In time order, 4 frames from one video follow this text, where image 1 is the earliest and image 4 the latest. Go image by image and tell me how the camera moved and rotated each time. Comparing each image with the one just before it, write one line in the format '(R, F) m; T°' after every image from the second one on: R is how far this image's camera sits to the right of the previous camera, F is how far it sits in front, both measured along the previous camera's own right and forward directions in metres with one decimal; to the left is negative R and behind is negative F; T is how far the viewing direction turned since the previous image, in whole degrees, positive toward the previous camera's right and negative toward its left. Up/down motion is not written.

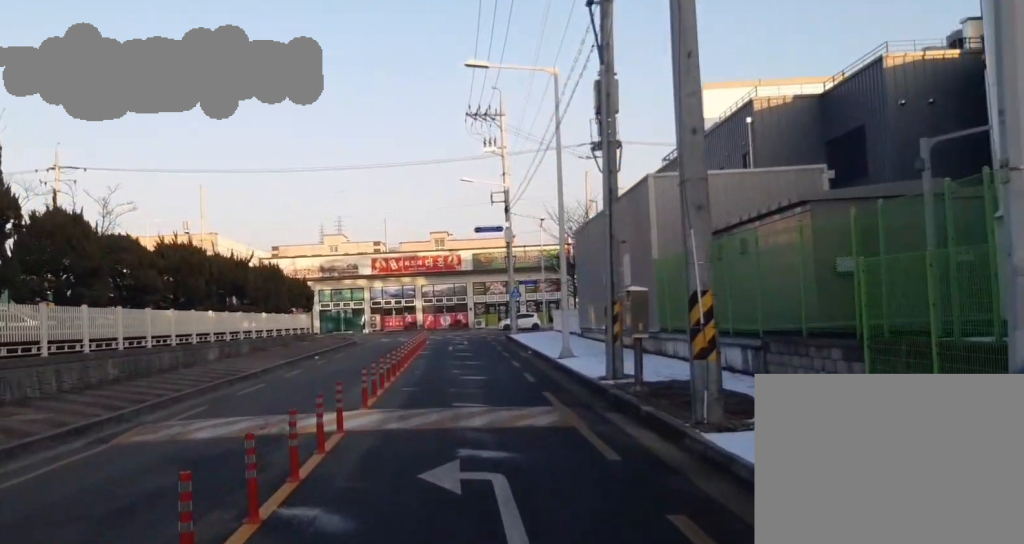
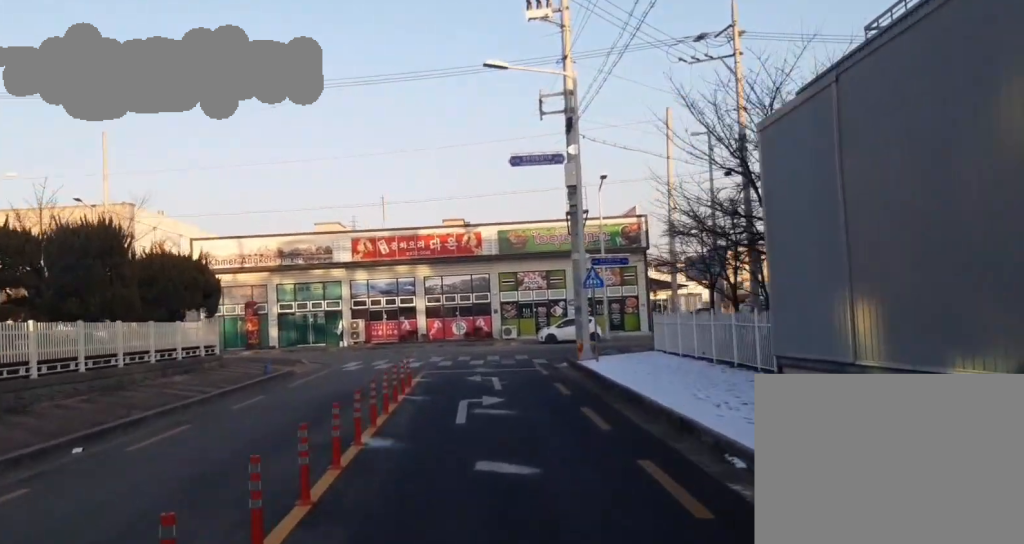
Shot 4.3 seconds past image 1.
(-1.0, +25.3) m; -8°
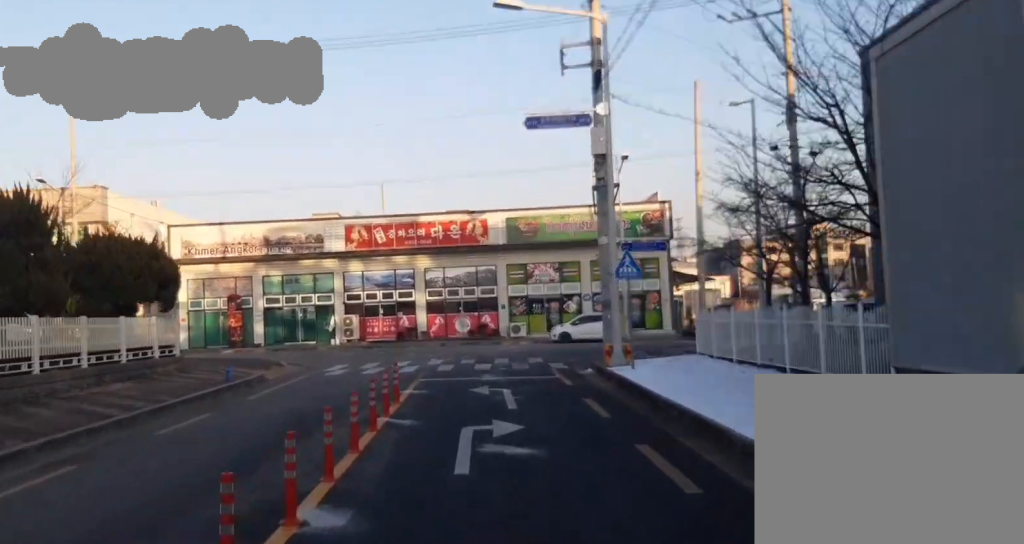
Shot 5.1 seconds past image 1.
(+0.1, +4.5) m; +3°
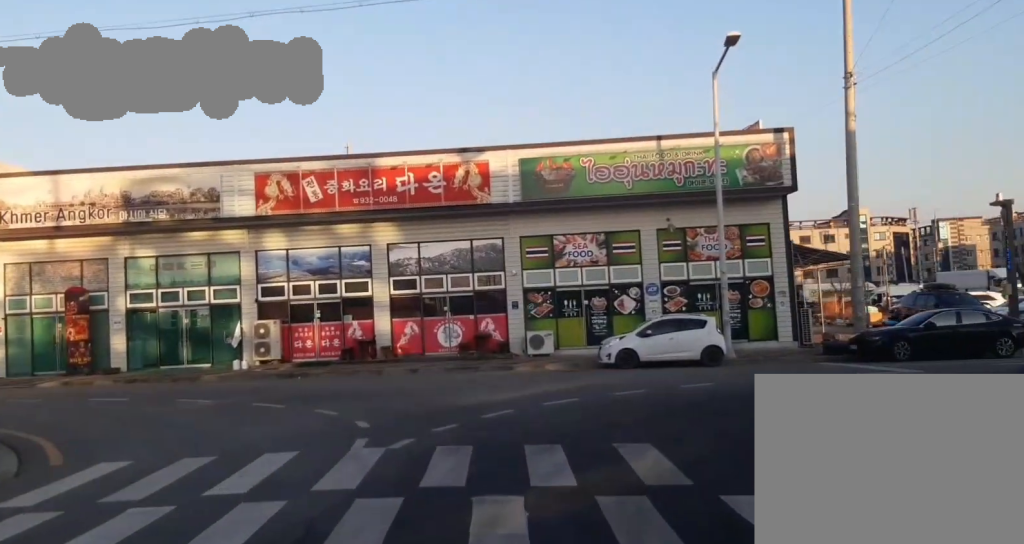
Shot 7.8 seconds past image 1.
(+1.3, +18.0) m; +4°
